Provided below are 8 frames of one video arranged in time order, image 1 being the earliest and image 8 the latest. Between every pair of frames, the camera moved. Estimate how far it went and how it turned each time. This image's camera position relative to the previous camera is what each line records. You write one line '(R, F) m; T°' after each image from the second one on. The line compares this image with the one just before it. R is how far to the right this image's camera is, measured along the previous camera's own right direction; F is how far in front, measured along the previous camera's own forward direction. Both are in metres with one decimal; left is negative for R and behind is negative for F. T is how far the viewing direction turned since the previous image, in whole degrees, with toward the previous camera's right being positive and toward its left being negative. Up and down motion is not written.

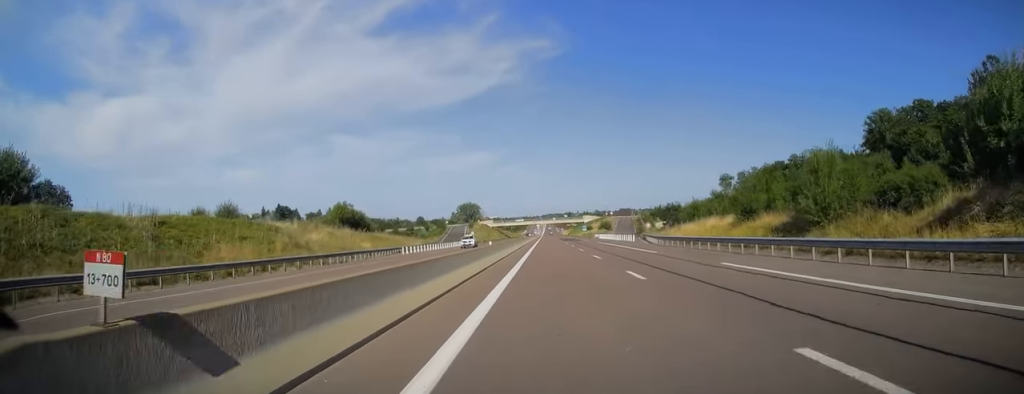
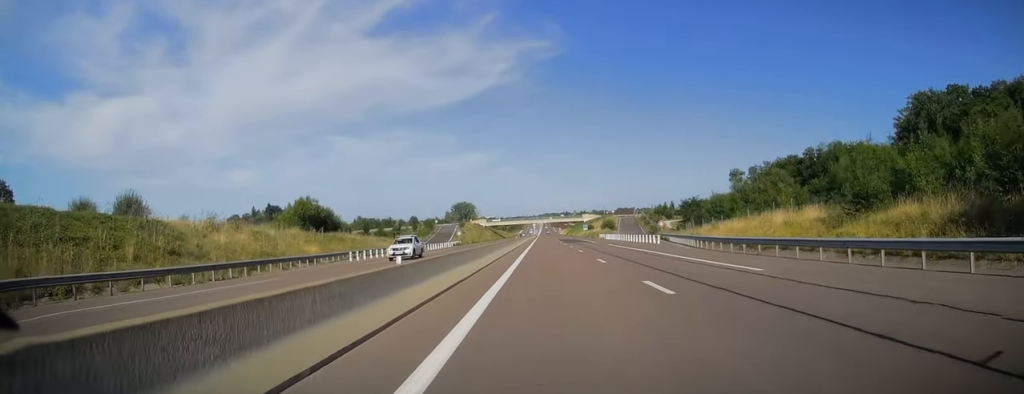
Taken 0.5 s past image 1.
(-0.3, +16.9) m; 0°
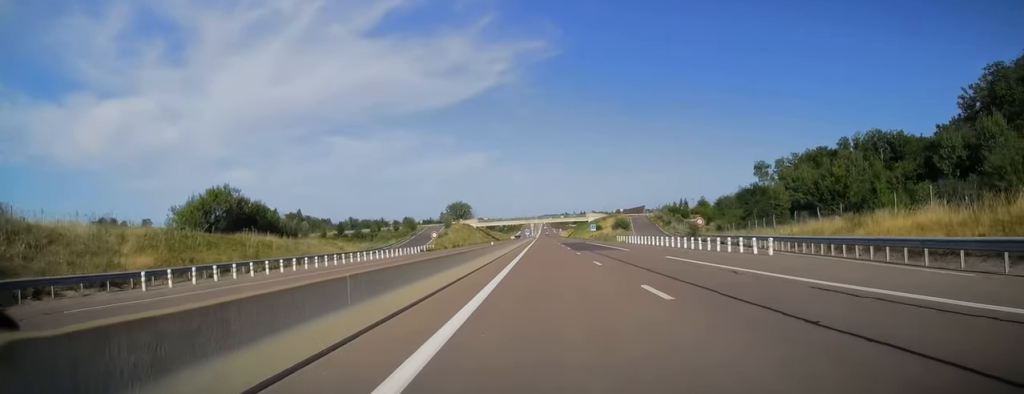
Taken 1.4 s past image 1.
(+0.1, +26.7) m; 0°
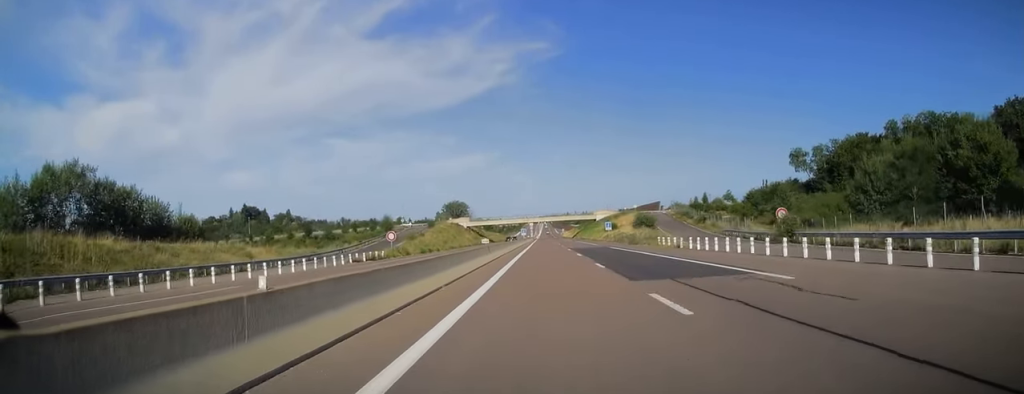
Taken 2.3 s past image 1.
(+0.2, +27.8) m; 0°
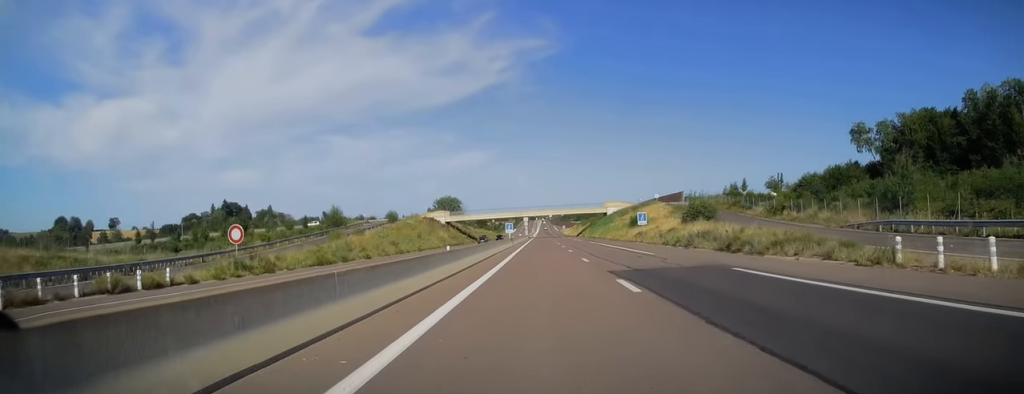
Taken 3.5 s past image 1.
(0.0, +35.5) m; 0°
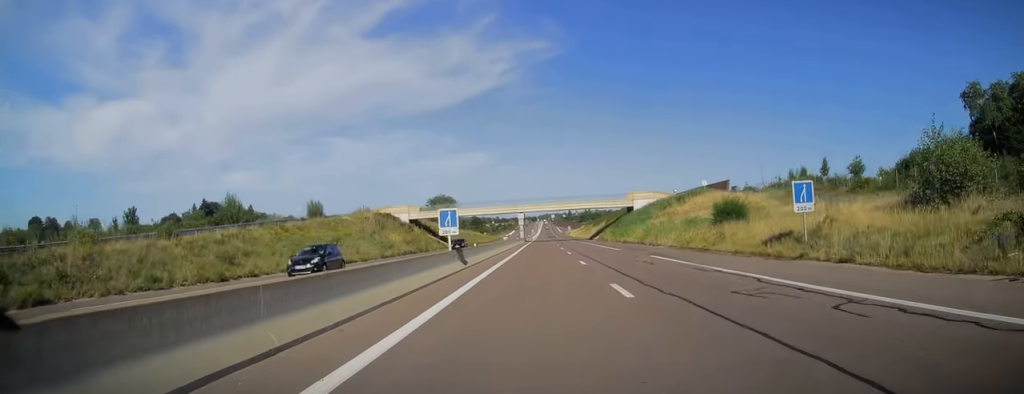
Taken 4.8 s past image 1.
(0.0, +39.5) m; -1°
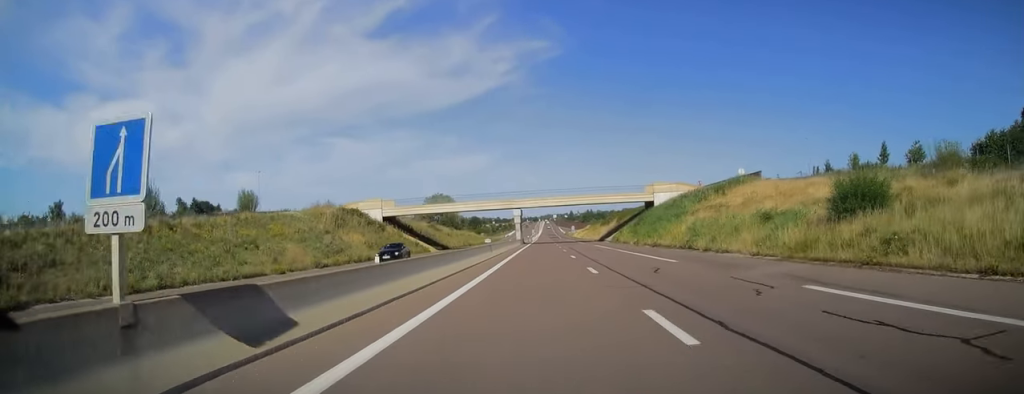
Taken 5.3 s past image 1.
(-0.2, +18.0) m; 0°
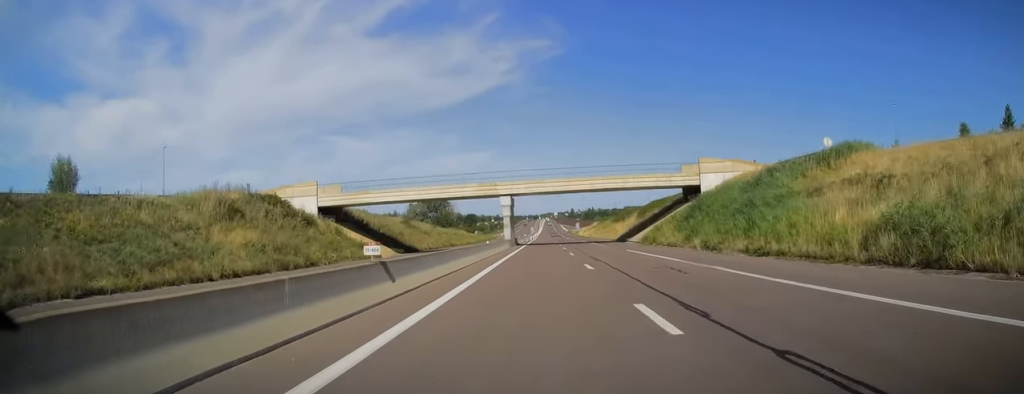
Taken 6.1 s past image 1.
(-0.1, +25.2) m; 0°
